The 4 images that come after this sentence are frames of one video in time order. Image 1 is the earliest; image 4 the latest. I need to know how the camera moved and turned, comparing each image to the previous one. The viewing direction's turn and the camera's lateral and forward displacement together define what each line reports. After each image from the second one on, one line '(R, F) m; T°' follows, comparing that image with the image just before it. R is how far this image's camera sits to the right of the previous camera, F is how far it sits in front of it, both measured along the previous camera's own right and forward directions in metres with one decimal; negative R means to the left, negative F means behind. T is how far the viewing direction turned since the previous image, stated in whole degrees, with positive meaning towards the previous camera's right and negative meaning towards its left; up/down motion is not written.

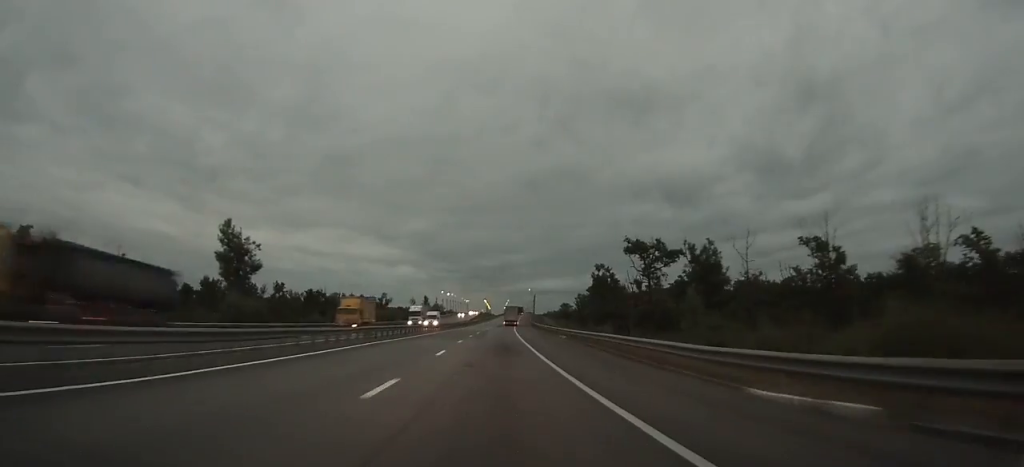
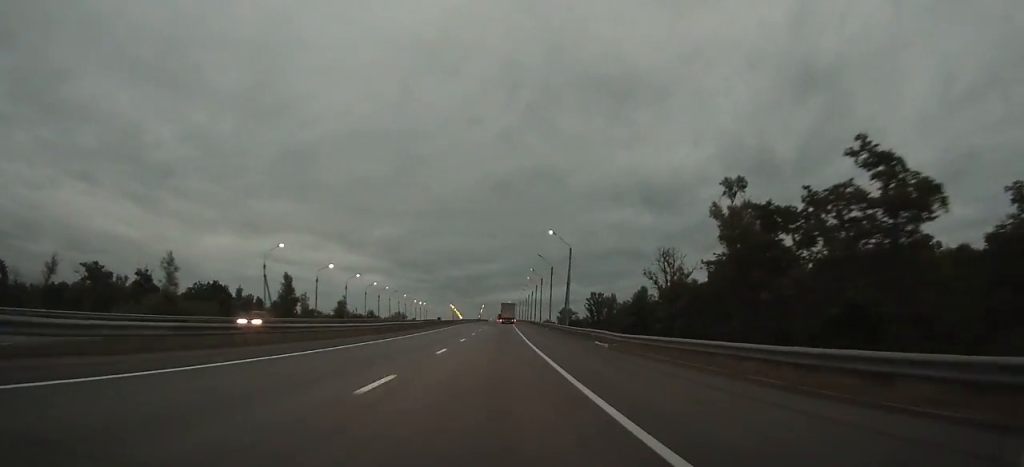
(+3.7, +155.8) m; +3°
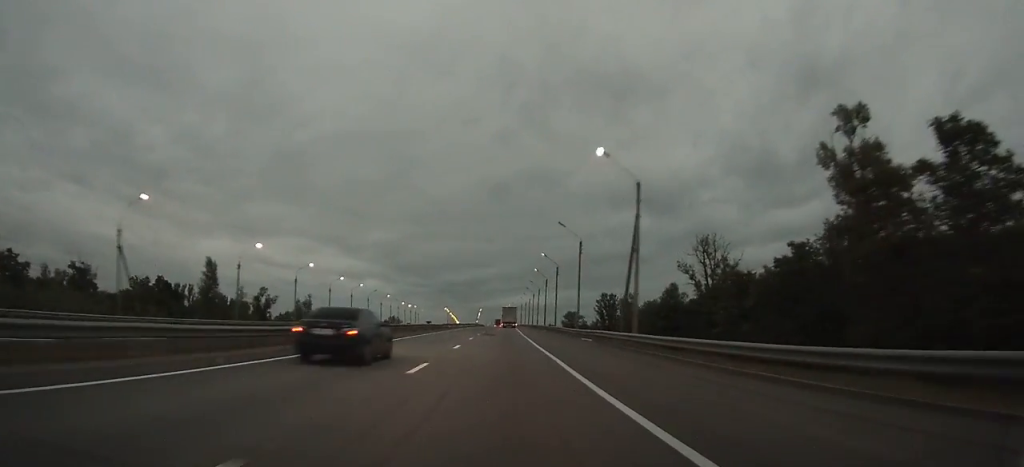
(+0.2, +31.7) m; +1°
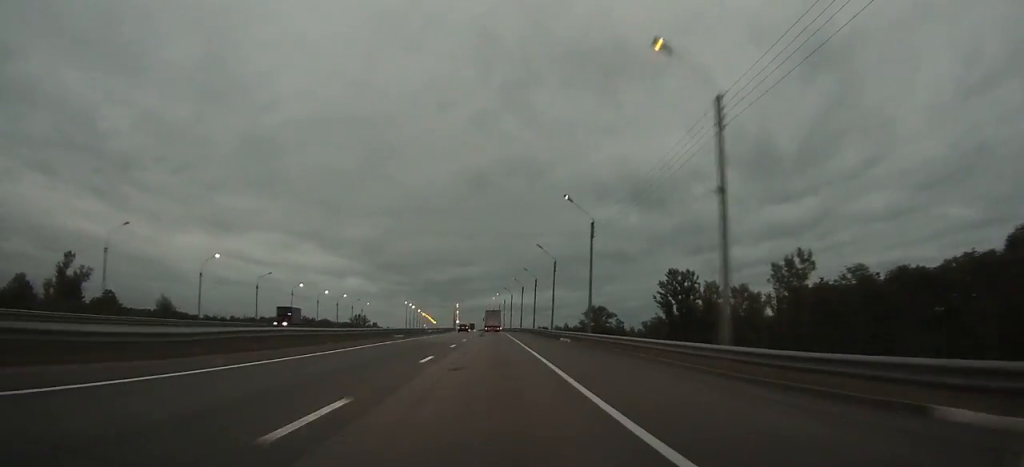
(+1.2, +113.5) m; +1°
